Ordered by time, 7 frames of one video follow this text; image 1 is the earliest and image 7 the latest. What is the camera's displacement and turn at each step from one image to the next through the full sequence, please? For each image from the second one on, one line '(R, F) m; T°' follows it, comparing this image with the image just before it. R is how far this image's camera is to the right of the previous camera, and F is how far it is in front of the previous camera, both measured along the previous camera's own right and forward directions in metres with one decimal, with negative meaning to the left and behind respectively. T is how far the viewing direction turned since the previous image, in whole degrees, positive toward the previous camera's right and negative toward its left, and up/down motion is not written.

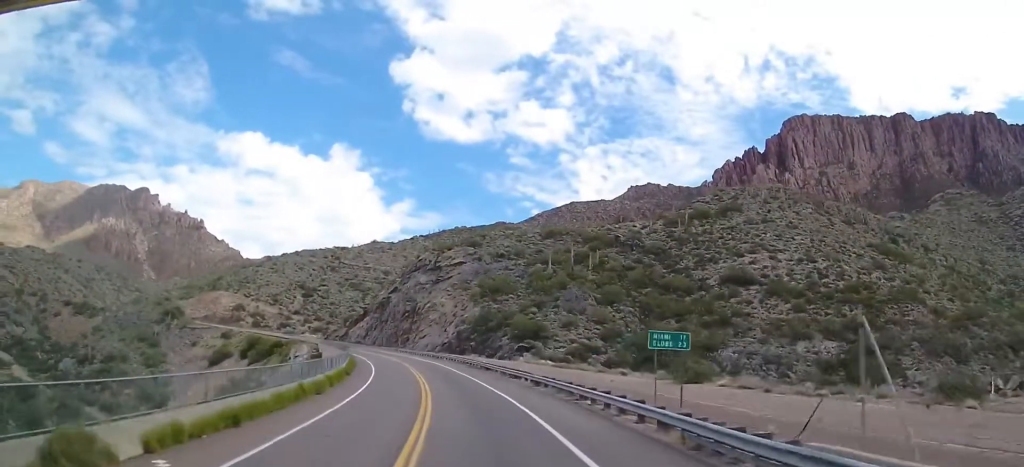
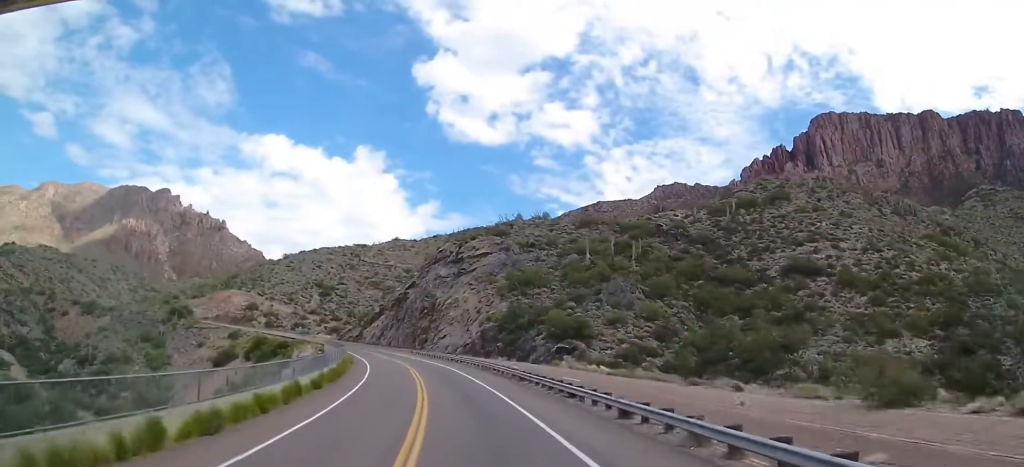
(+0.2, +15.5) m; 0°
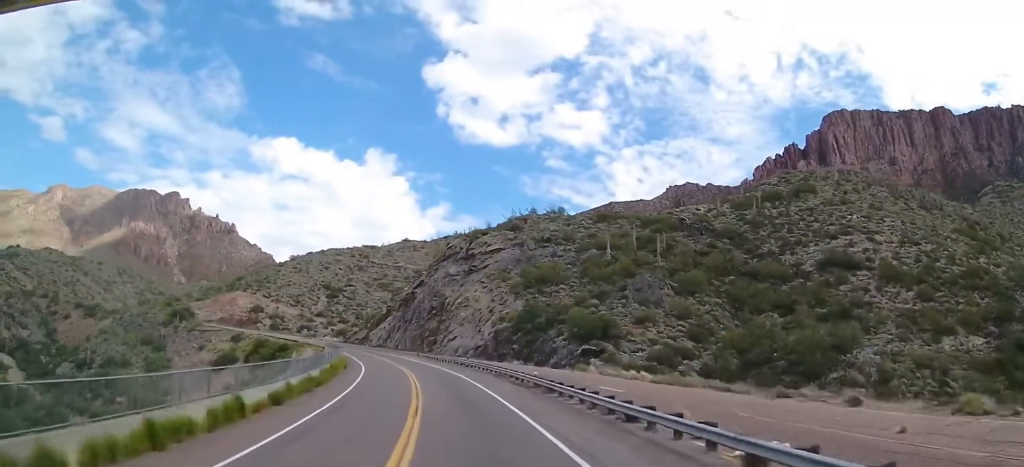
(+0.1, +8.5) m; 0°
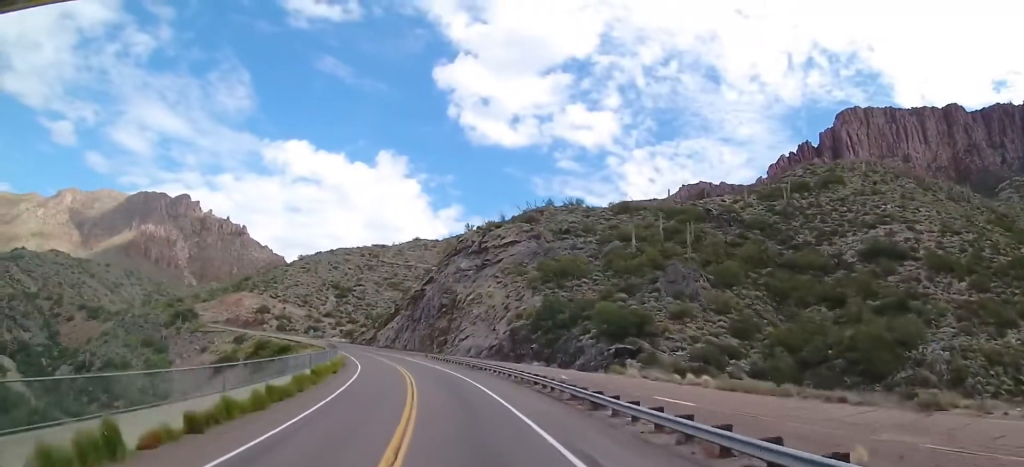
(-0.1, +8.6) m; -2°
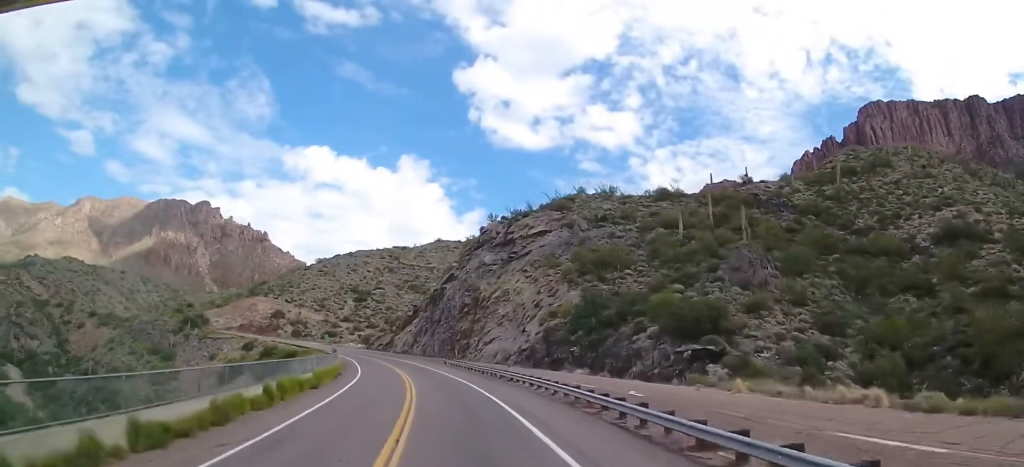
(+0.2, +12.1) m; -3°
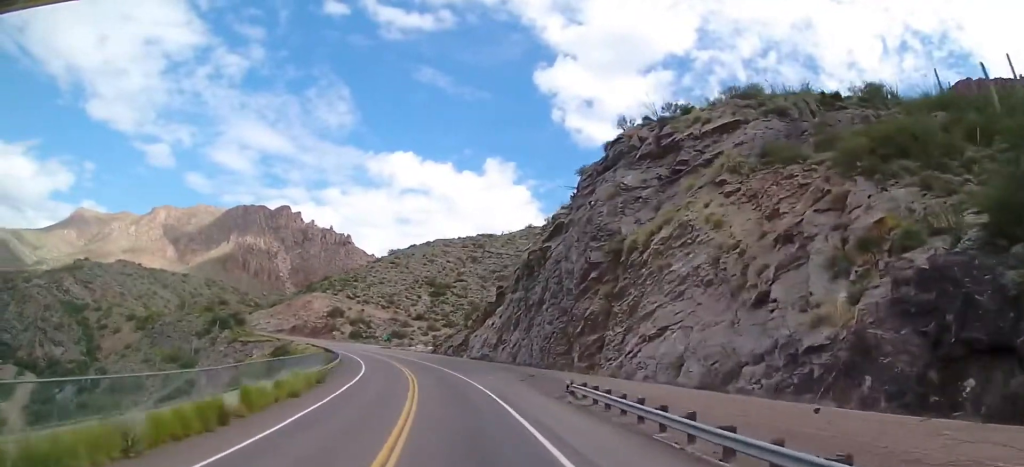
(-4.4, +45.9) m; -10°
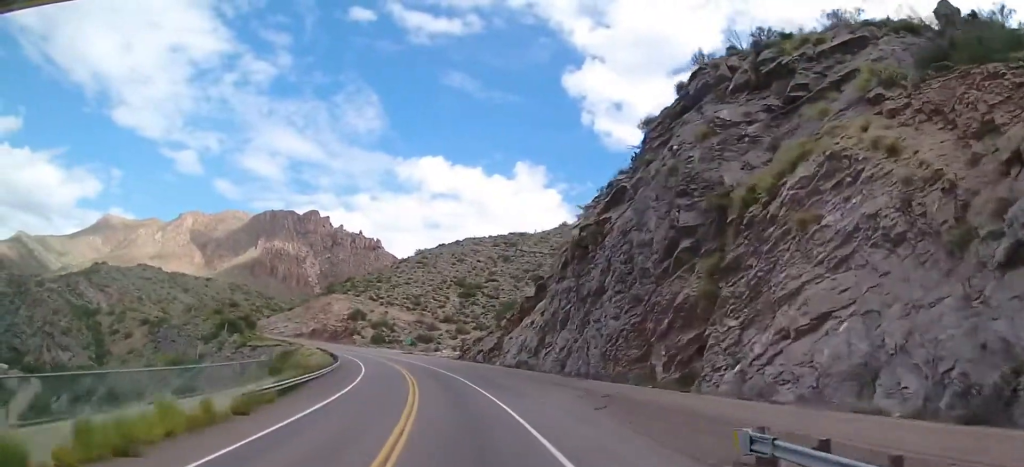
(-0.9, +16.4) m; -4°
